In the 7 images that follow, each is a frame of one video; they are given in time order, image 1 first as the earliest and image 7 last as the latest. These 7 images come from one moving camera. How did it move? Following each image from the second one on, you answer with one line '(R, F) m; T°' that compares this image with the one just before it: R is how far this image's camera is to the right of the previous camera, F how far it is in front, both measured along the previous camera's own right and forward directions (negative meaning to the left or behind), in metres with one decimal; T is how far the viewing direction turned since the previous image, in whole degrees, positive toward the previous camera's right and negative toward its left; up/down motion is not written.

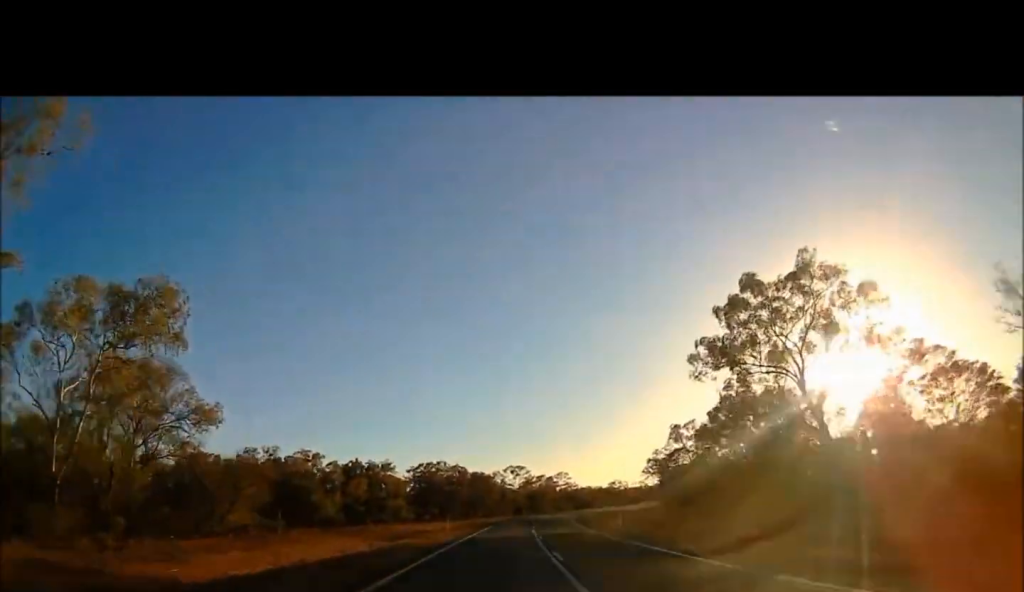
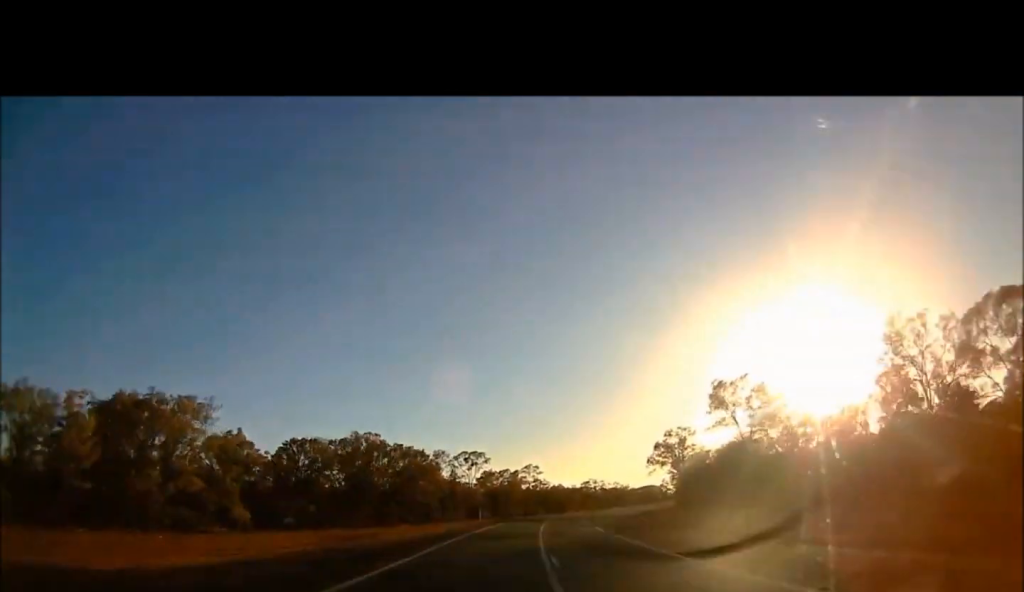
(+1.0, +52.5) m; +2°
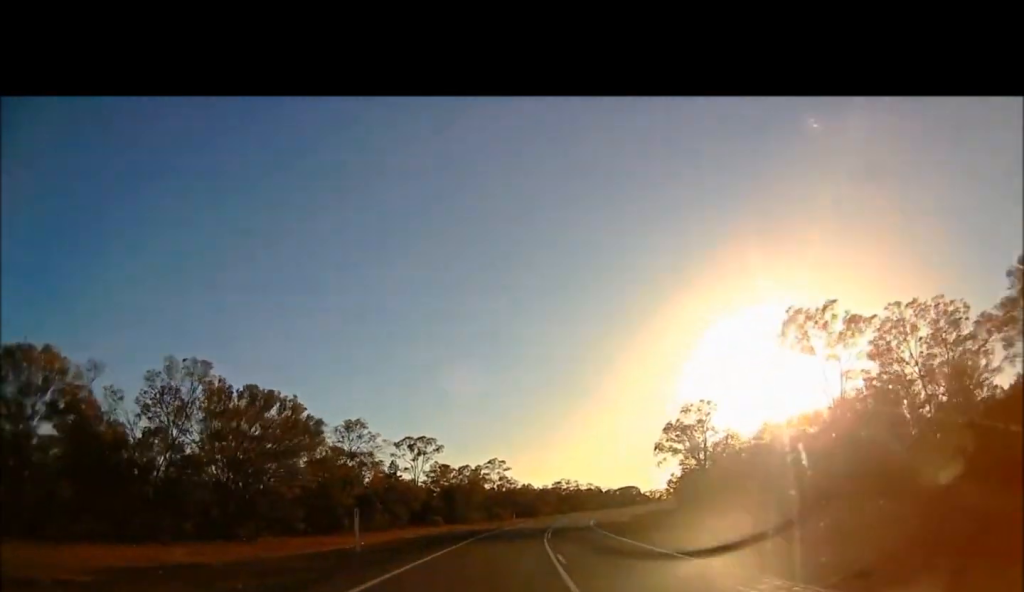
(+0.5, +35.6) m; +3°
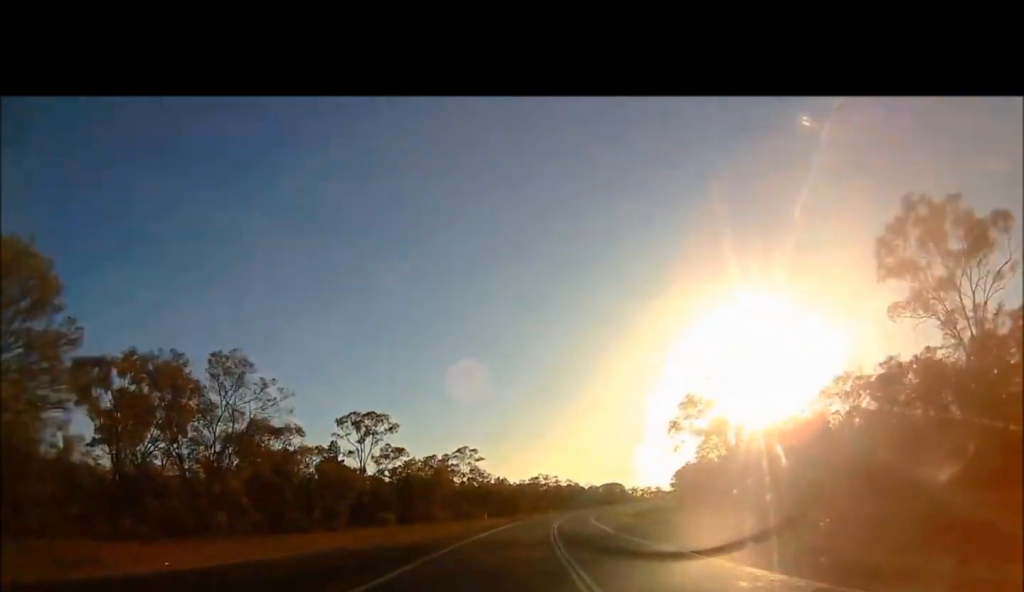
(-0.2, +23.3) m; +3°
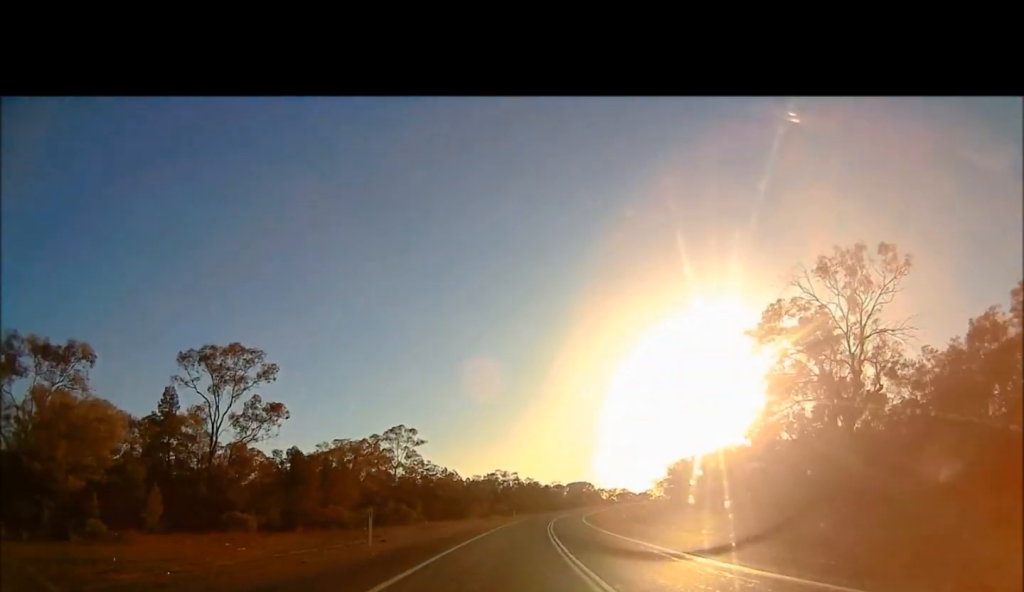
(+2.2, +34.3) m; +4°
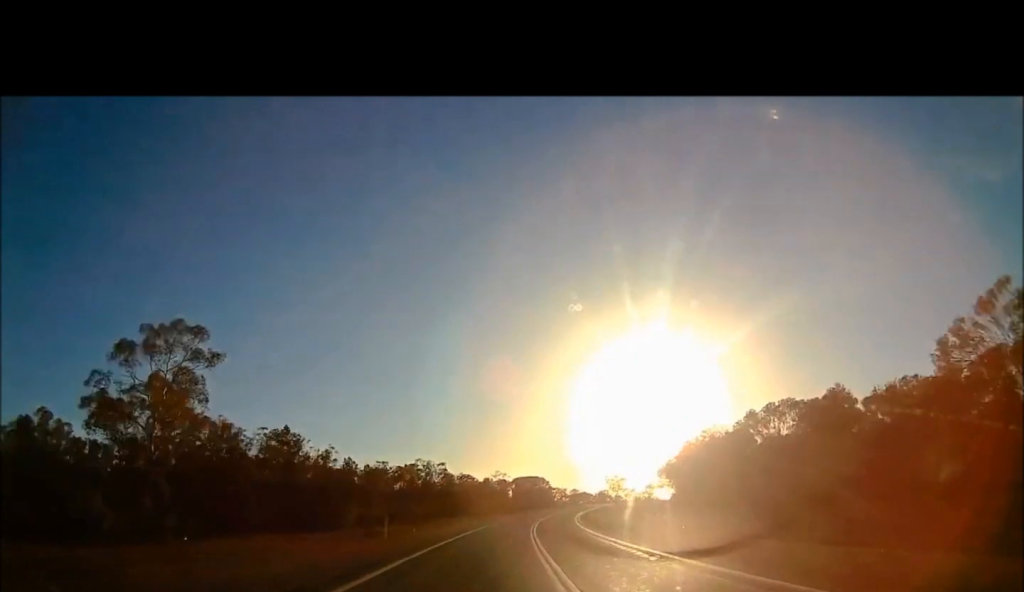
(+2.1, +58.2) m; +7°
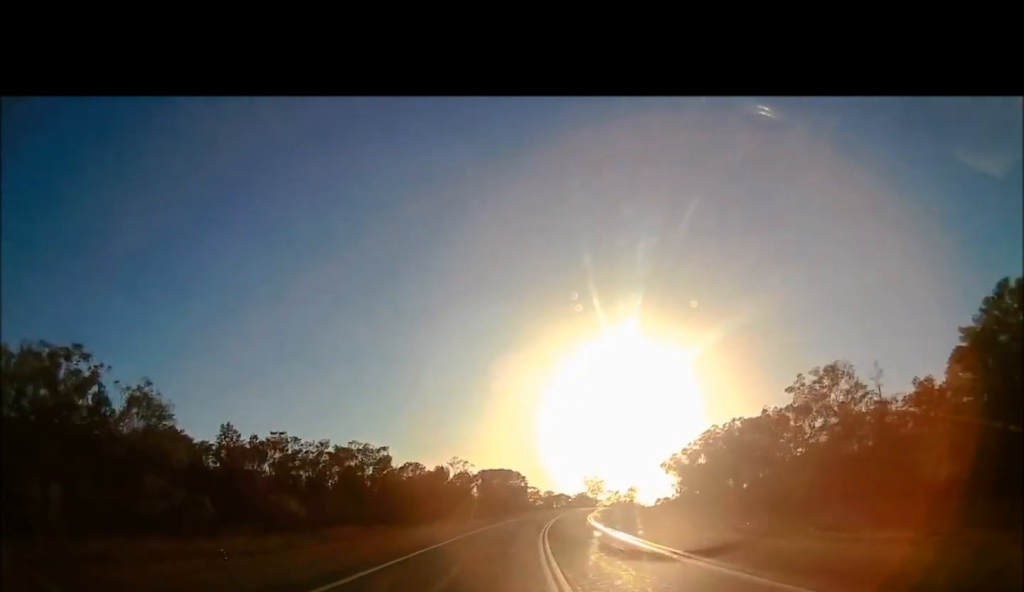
(+1.9, +39.9) m; +3°
